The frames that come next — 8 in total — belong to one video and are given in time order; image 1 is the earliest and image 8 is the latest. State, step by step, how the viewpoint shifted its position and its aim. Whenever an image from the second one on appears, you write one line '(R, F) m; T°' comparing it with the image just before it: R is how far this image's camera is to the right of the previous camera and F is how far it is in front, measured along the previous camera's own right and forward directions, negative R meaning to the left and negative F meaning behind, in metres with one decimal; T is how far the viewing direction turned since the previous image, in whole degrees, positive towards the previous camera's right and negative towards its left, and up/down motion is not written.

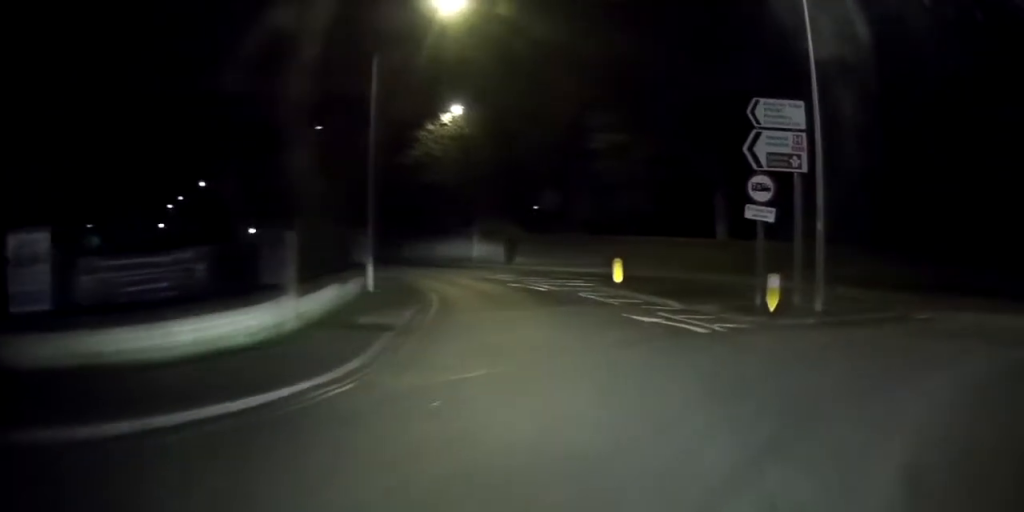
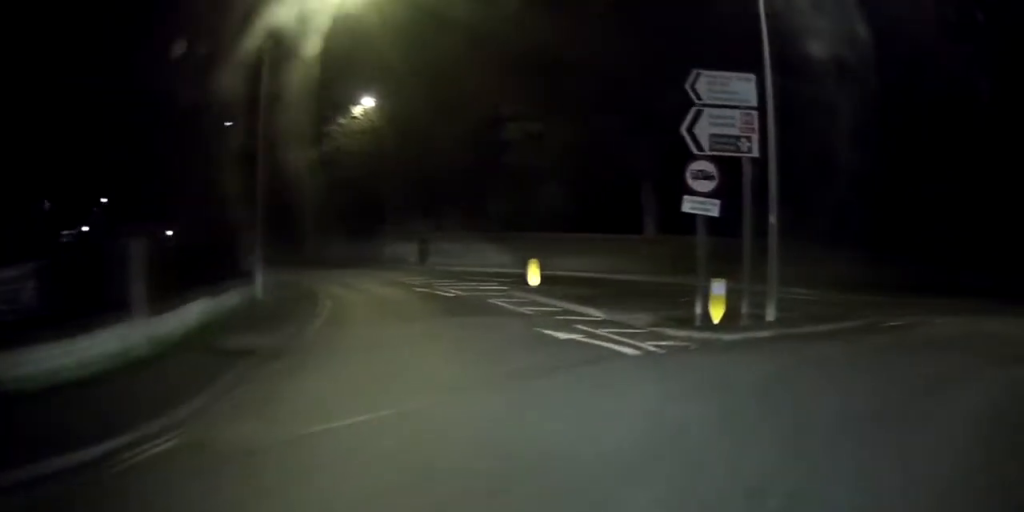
(0.0, +2.6) m; 0°
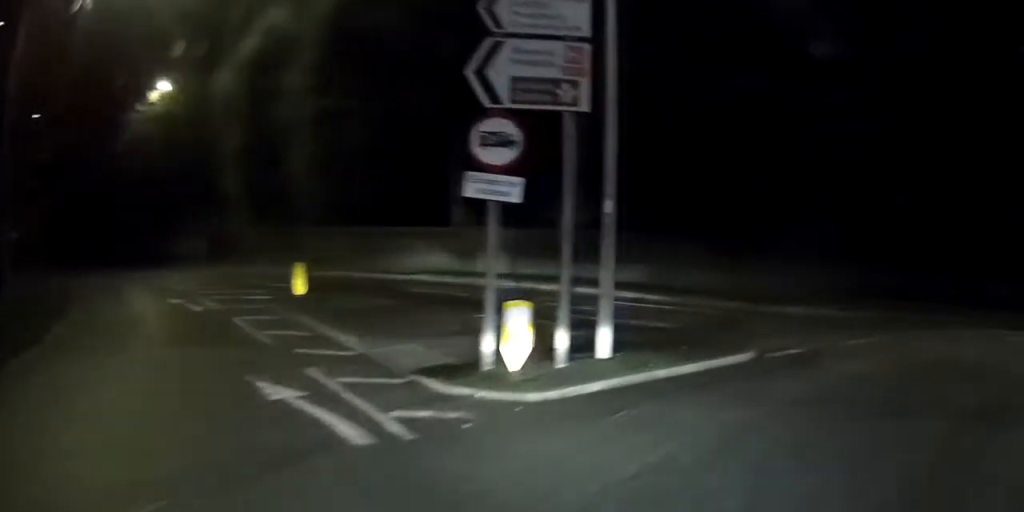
(0.0, +4.6) m; +20°
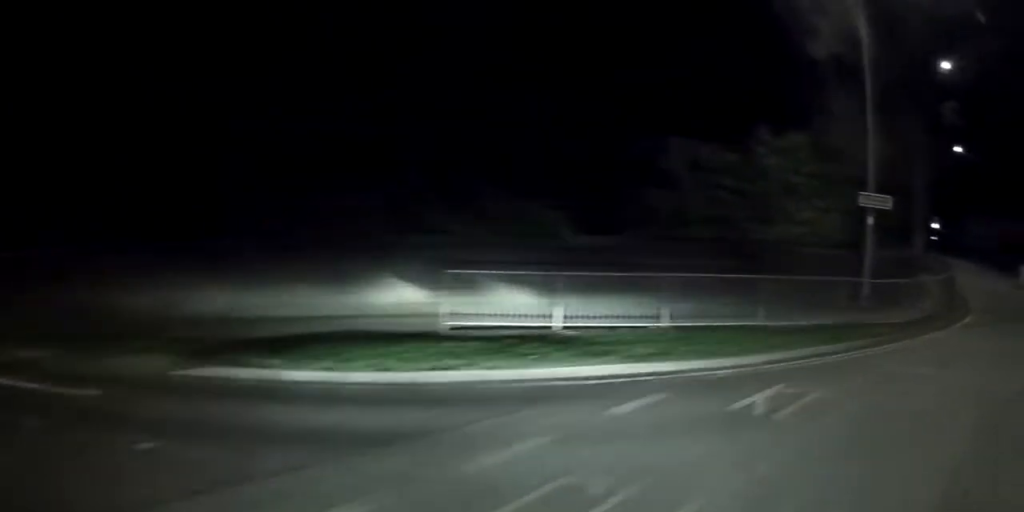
(+4.3, +5.7) m; +55°
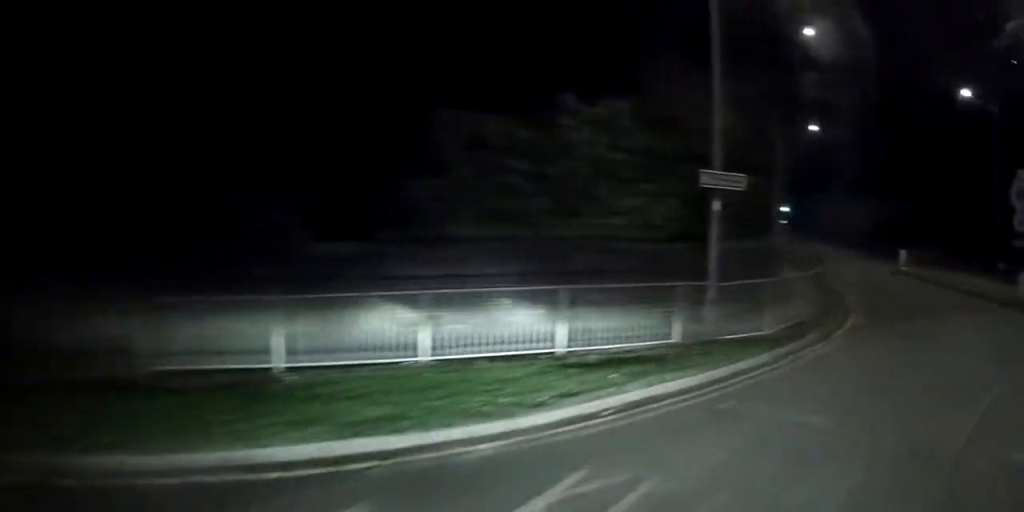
(0.0, +3.4) m; +1°
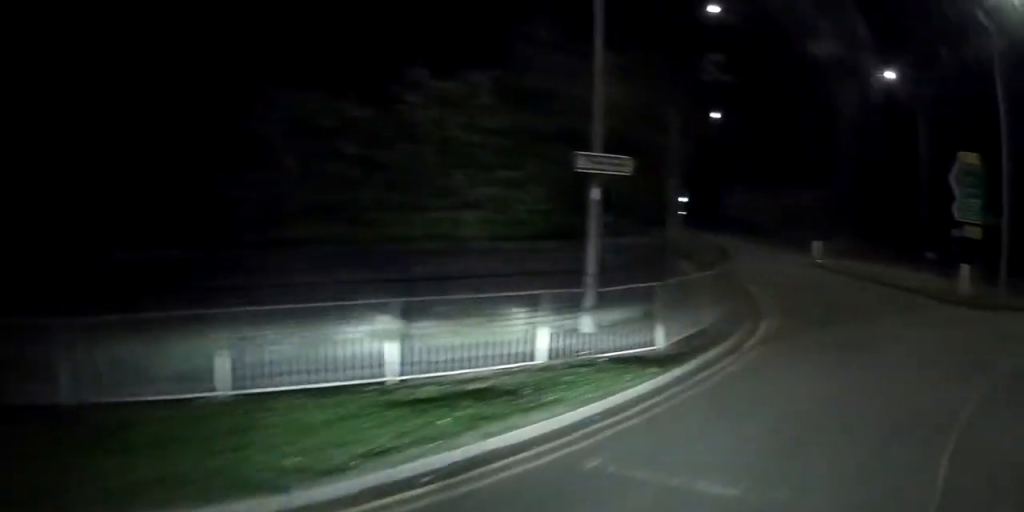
(0.0, +2.0) m; +4°
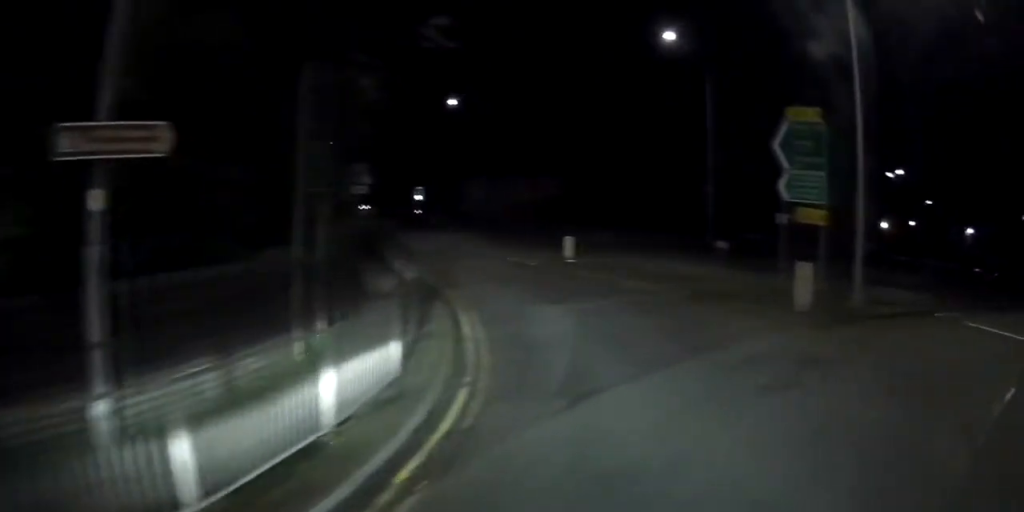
(+0.5, +5.4) m; +10°
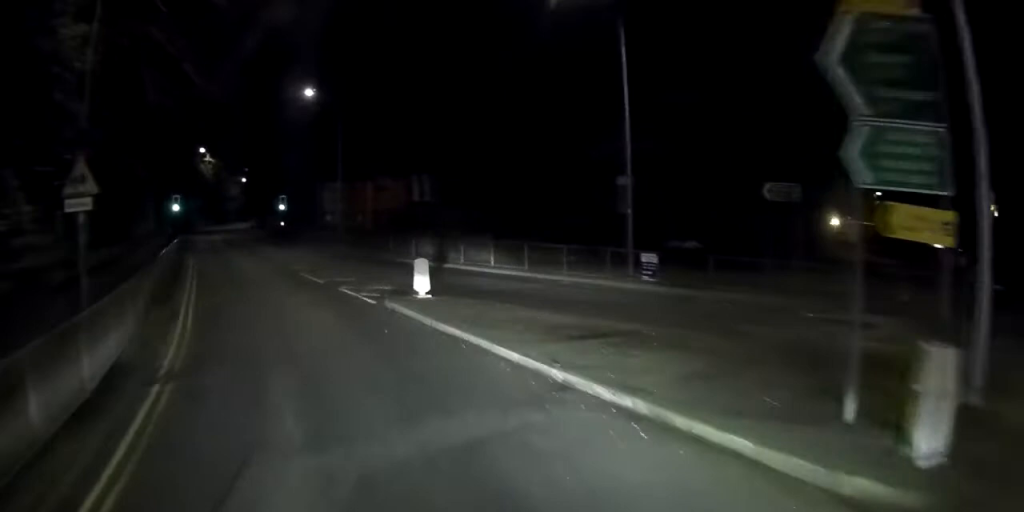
(+0.6, +8.3) m; -17°
